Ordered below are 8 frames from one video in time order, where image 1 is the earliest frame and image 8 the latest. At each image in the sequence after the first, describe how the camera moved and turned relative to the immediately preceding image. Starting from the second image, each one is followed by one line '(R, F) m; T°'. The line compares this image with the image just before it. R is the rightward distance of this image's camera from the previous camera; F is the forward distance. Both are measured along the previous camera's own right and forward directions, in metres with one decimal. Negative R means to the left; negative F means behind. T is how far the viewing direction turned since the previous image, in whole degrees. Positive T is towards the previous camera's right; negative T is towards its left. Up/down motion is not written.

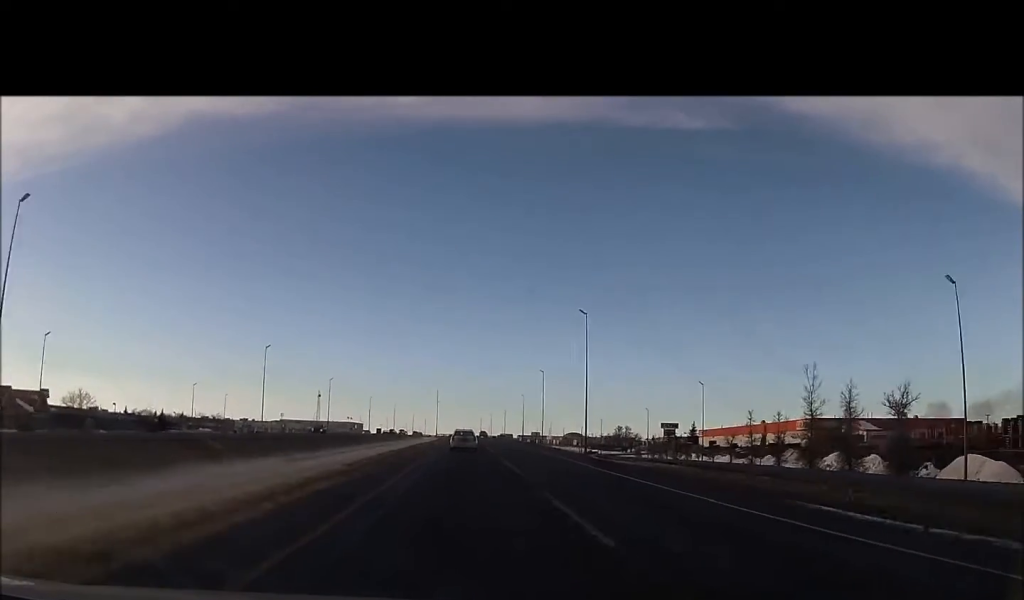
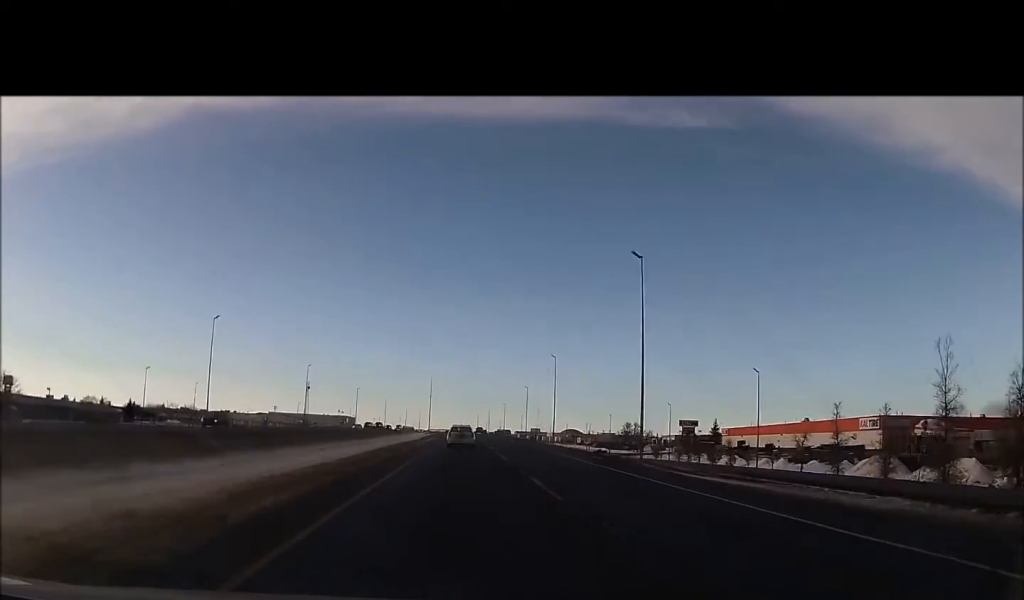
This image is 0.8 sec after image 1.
(-0.1, +24.1) m; +1°
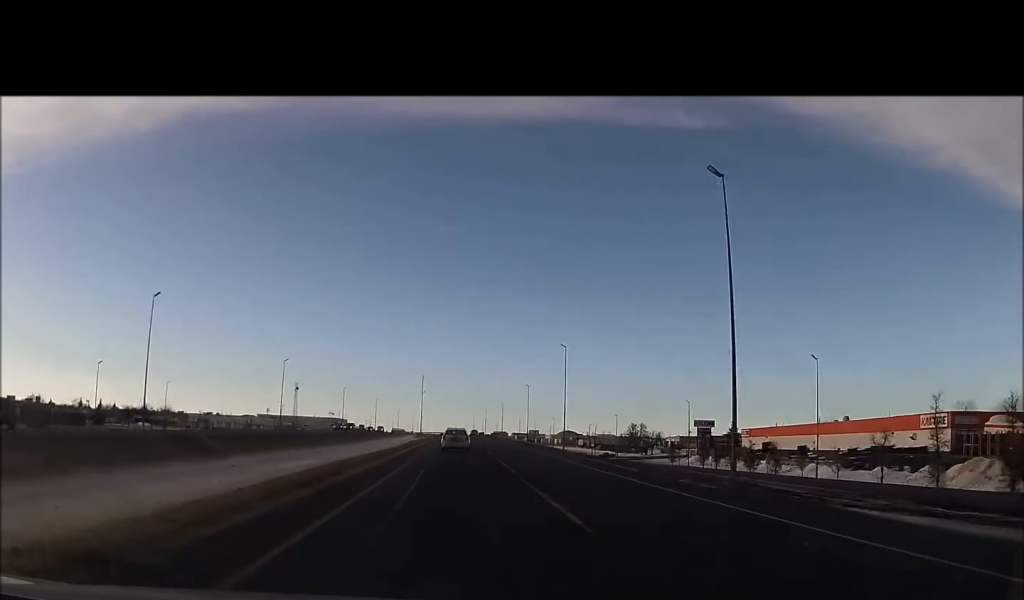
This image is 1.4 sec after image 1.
(+0.3, +19.1) m; +1°
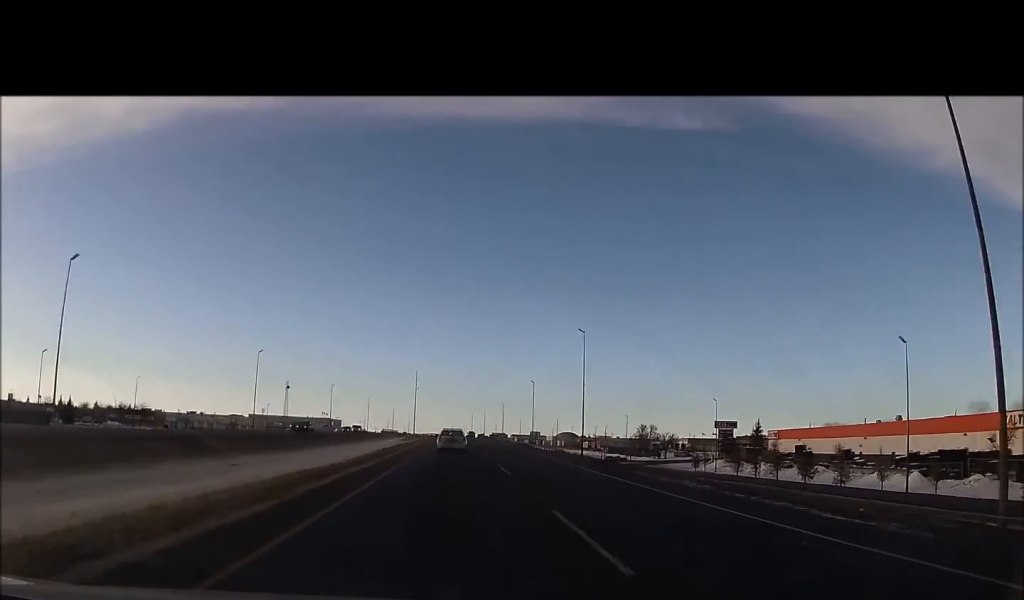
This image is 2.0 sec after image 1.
(+0.1, +17.0) m; 0°
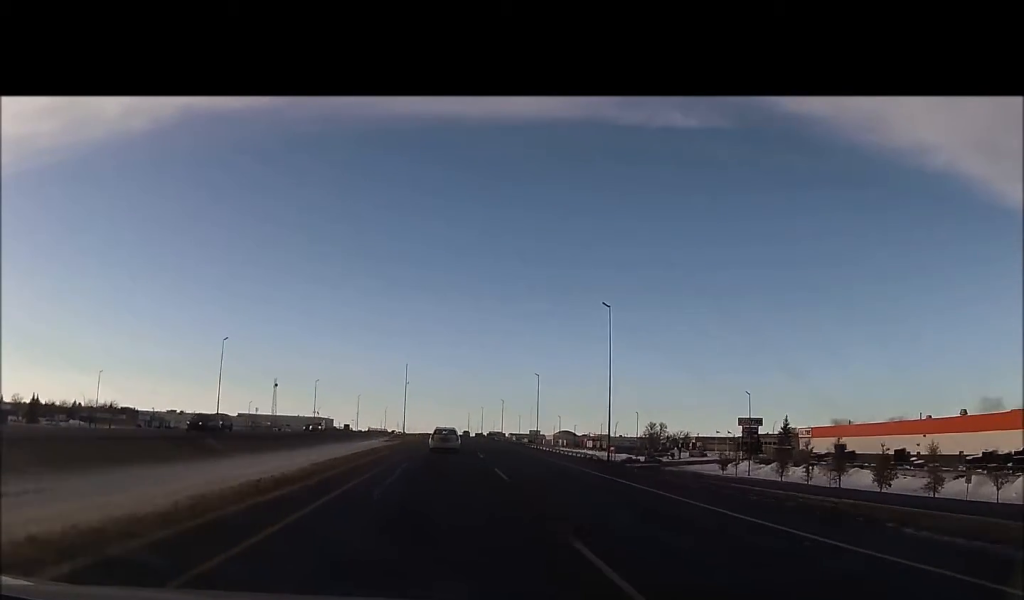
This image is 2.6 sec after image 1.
(+0.1, +18.0) m; 0°
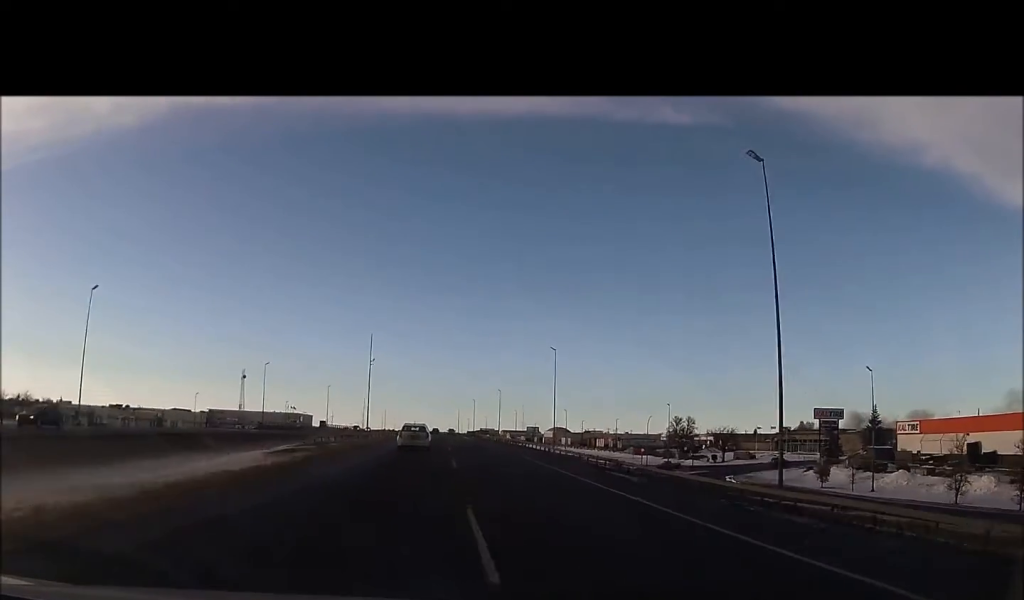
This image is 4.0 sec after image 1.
(0.0, +40.9) m; 0°
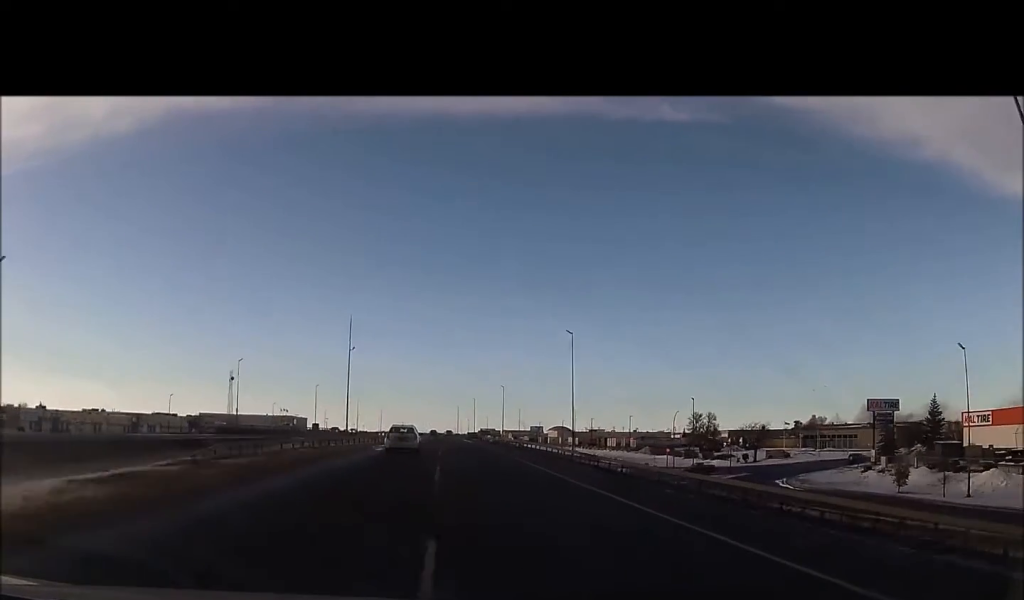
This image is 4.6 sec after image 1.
(0.0, +17.8) m; 0°
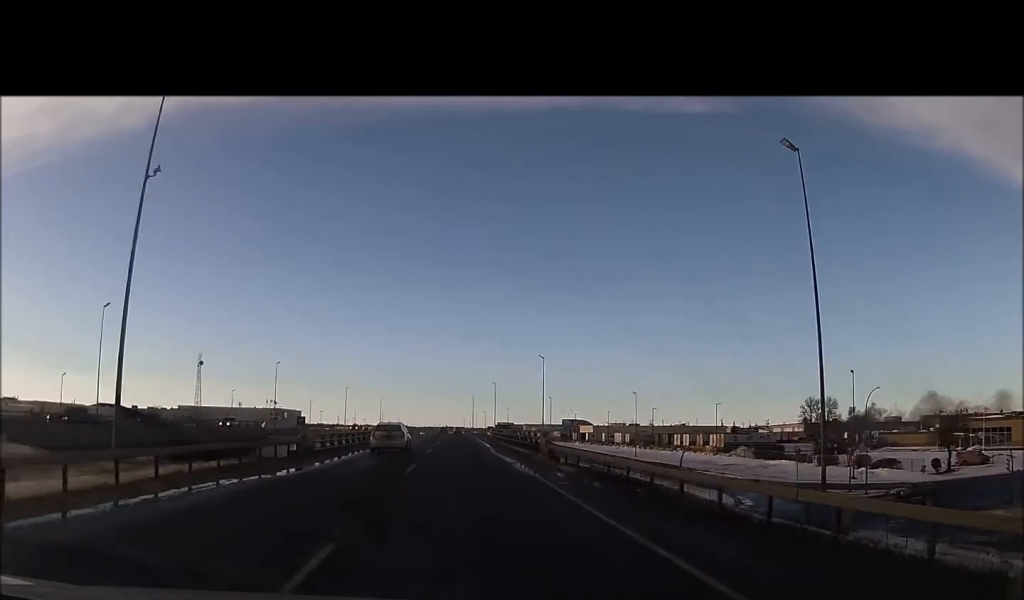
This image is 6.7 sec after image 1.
(+0.3, +61.1) m; 0°
